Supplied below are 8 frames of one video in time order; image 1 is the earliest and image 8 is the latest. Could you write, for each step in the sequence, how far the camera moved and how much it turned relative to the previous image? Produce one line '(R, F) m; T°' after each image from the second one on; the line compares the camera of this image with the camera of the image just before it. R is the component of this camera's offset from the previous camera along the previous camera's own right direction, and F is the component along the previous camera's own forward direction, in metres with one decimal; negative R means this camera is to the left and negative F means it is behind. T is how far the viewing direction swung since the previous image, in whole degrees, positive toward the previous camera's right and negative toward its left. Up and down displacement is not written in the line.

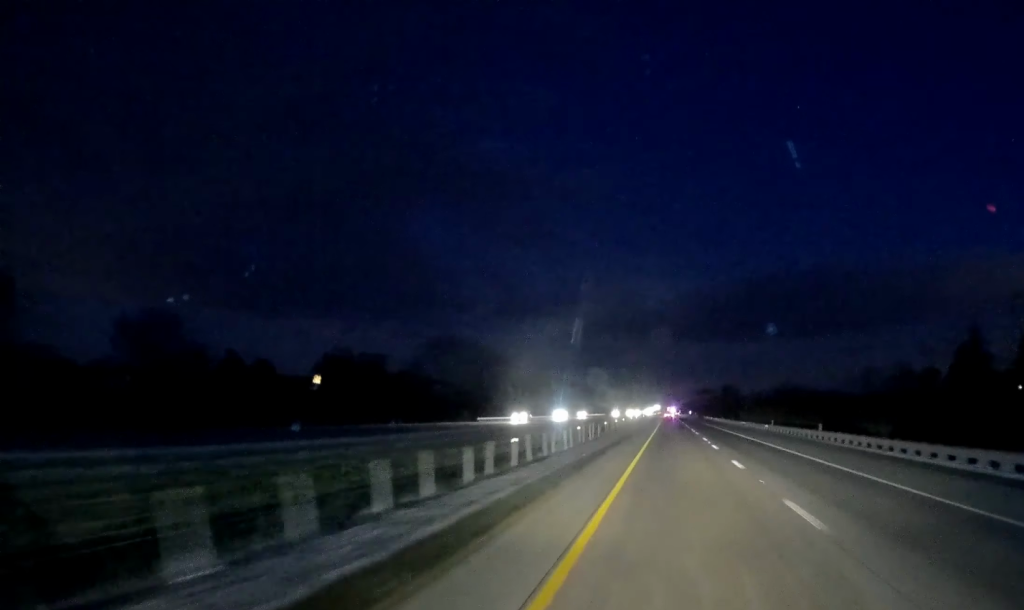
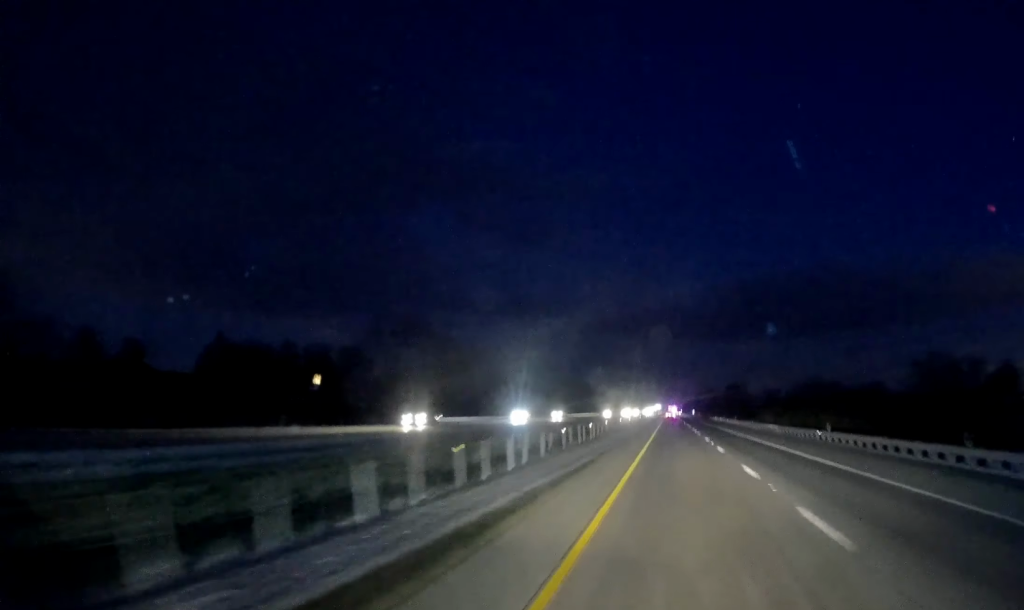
(+0.1, +25.3) m; 0°
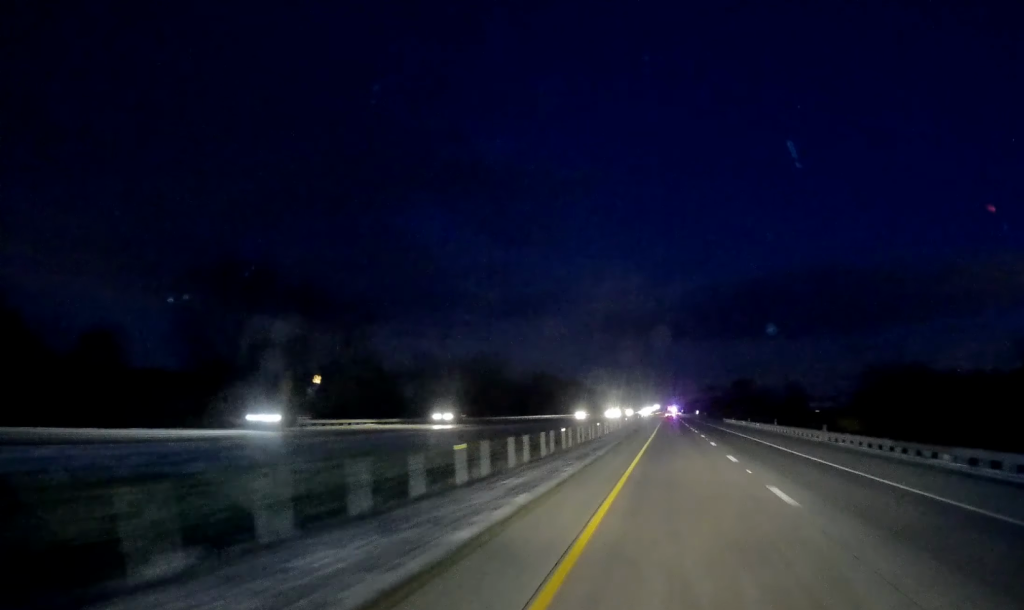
(0.0, +44.0) m; 0°
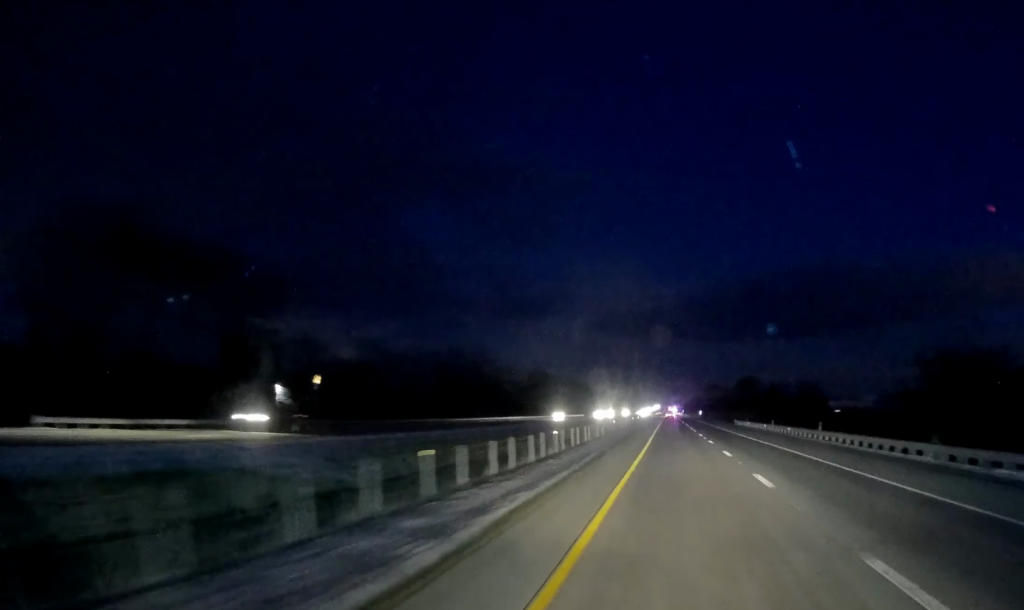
(0.0, +20.8) m; 0°
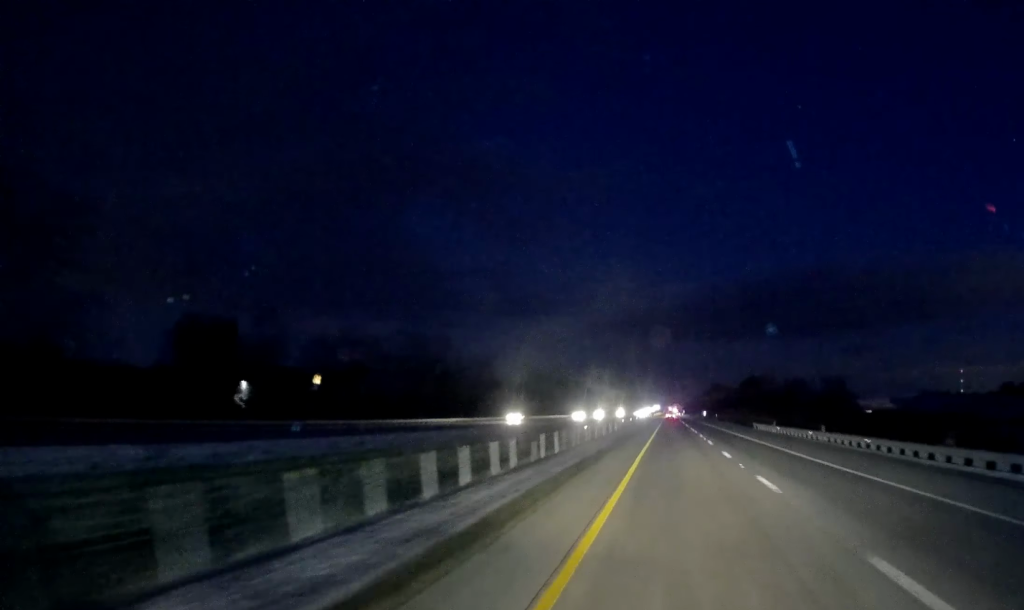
(0.0, +24.1) m; 0°
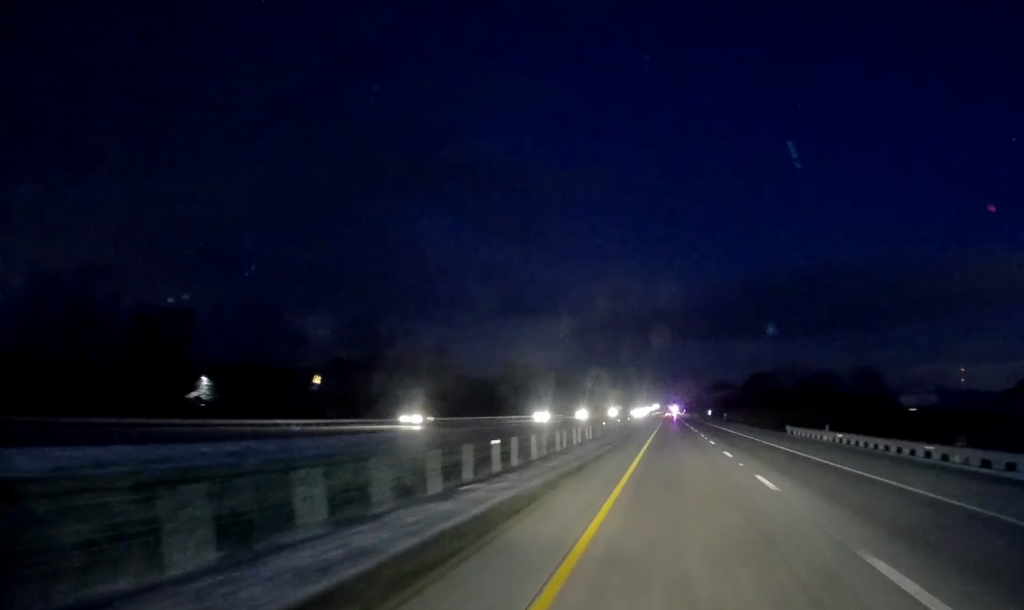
(0.0, +24.2) m; 0°
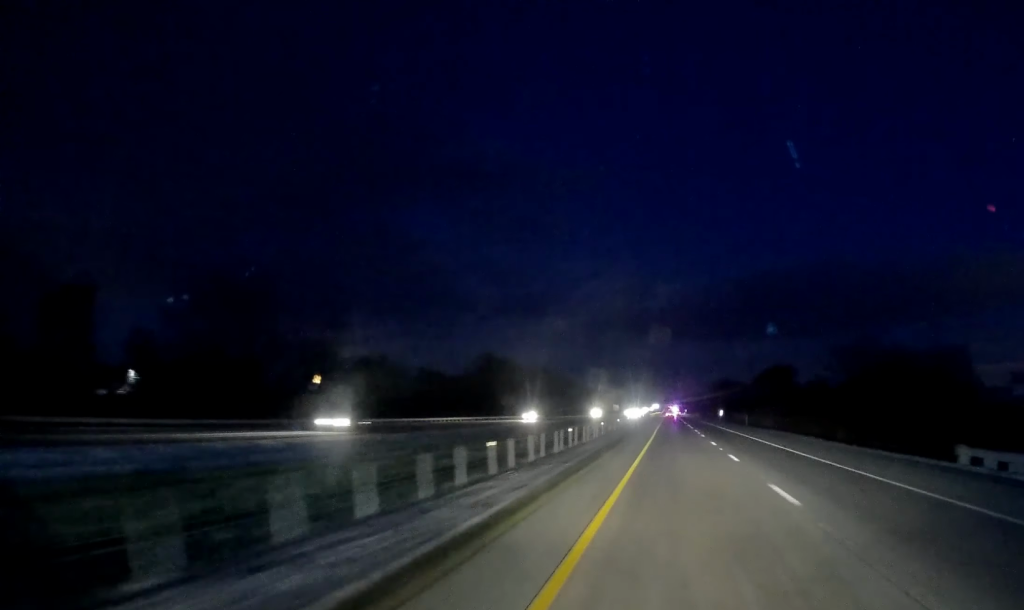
(-0.1, +37.4) m; -1°
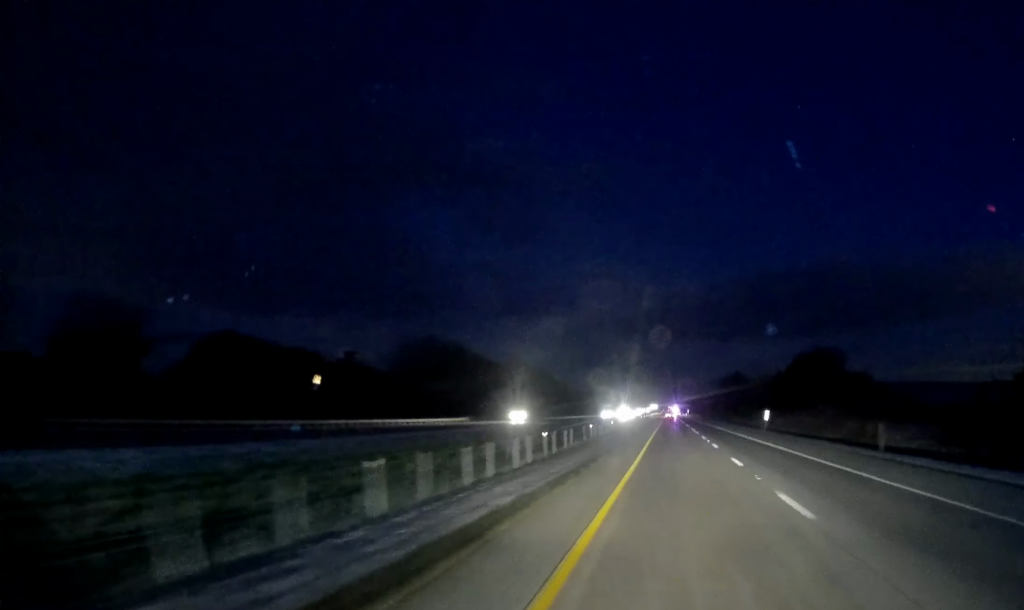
(+0.1, +62.8) m; +1°
